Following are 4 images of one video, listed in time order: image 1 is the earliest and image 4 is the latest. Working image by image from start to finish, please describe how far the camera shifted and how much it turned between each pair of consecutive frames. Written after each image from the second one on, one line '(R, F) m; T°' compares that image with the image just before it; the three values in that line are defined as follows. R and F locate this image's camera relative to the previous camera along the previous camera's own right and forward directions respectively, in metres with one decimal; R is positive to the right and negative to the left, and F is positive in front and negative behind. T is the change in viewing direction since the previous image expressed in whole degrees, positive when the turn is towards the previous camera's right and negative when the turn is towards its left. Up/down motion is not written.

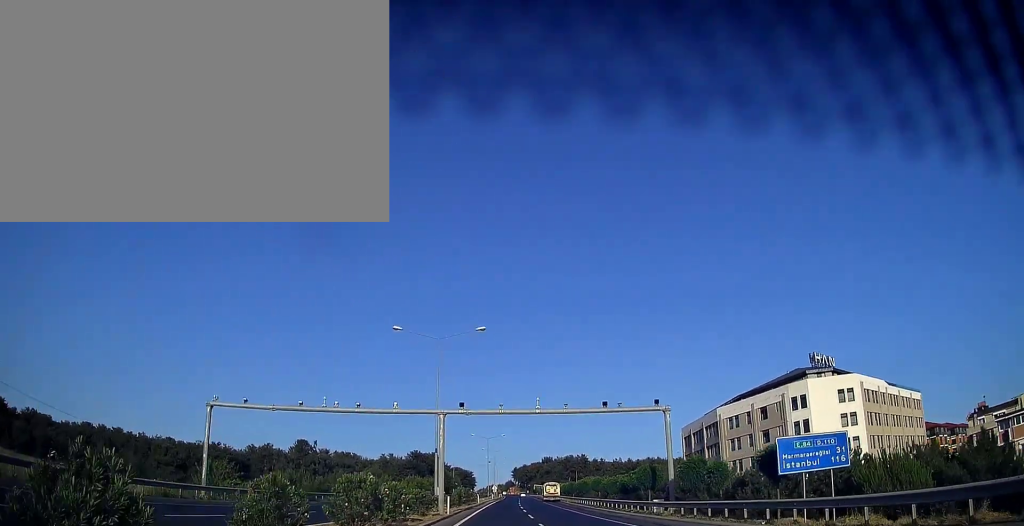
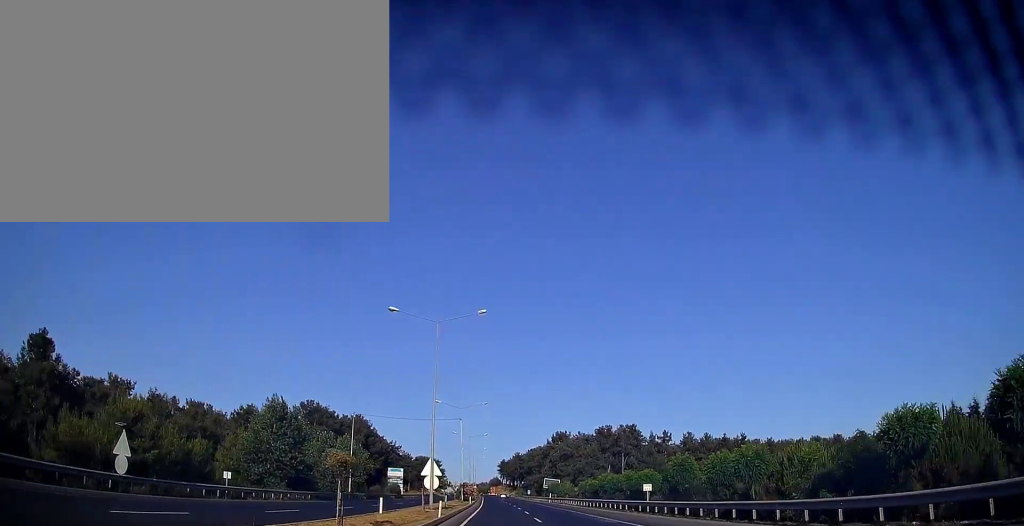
(+0.9, +122.9) m; +1°
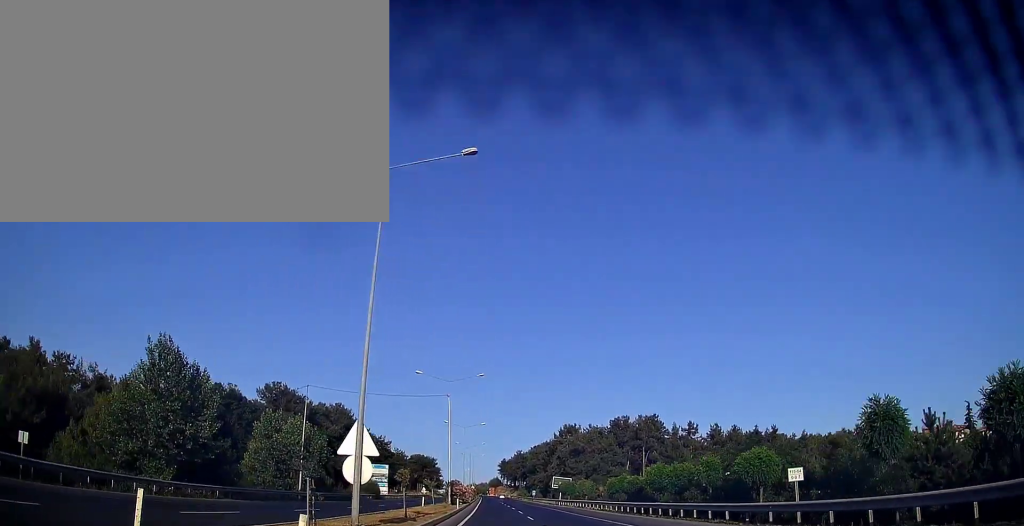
(0.0, +19.7) m; 0°
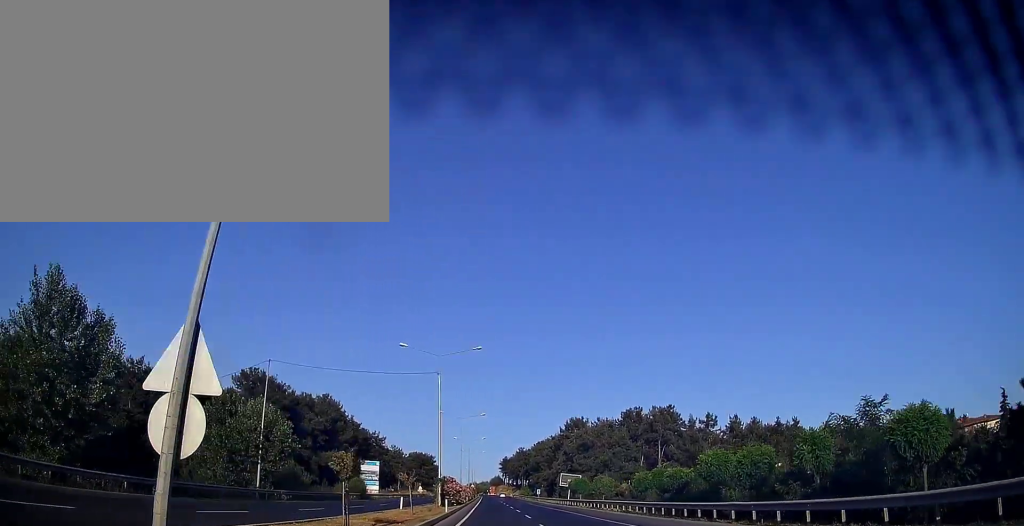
(0.0, +10.8) m; 0°
